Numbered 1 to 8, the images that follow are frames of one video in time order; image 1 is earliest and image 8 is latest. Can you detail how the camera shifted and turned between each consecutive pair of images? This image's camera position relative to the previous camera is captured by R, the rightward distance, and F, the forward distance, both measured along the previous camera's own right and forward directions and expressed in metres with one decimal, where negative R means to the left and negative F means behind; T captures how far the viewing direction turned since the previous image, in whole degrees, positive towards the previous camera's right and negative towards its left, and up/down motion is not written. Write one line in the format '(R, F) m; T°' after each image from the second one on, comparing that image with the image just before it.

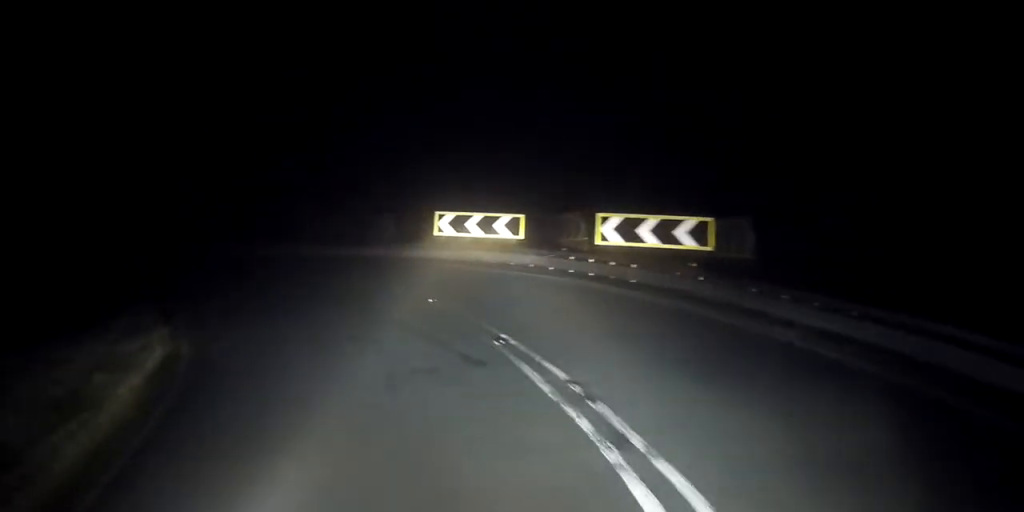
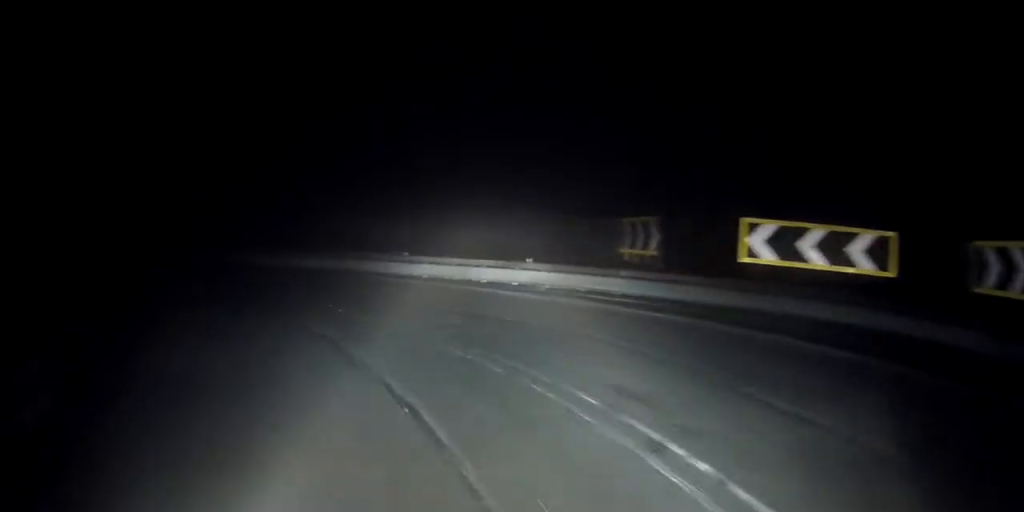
(-3.1, +12.8) m; -26°
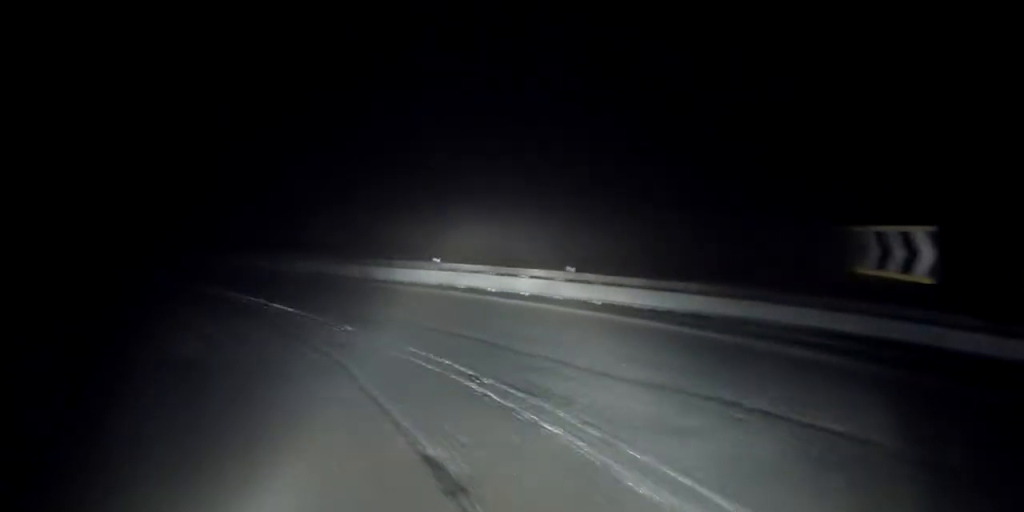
(-0.2, +5.3) m; -17°
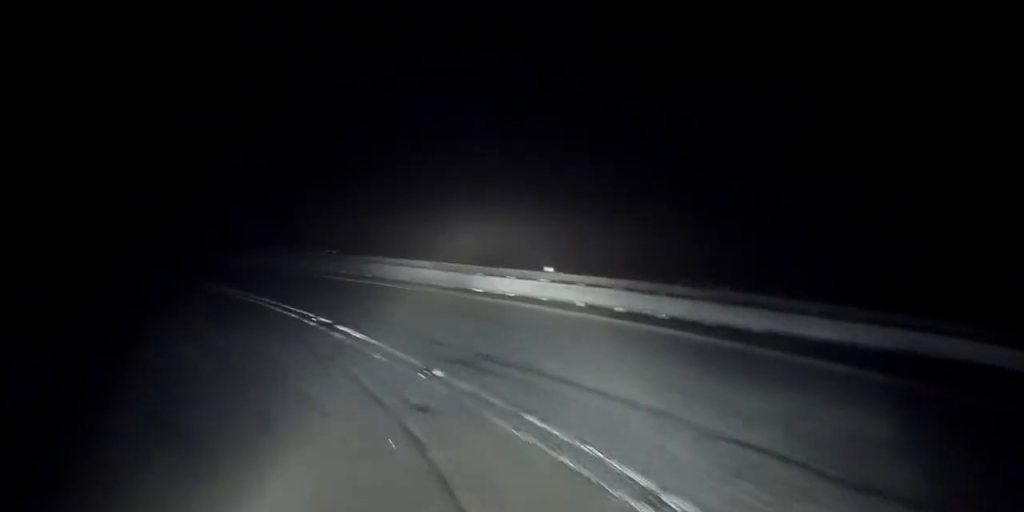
(-1.0, +3.2) m; -11°
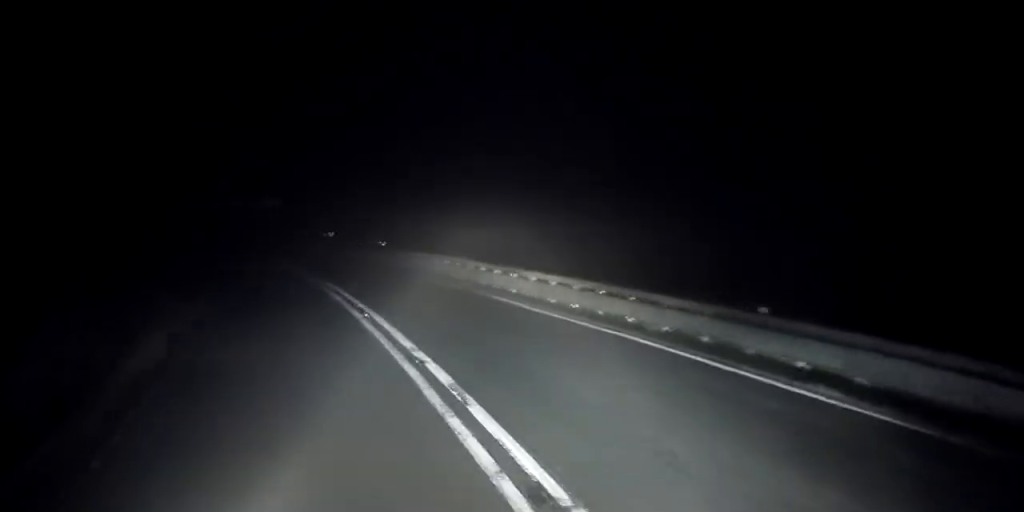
(-2.3, +12.5) m; -11°
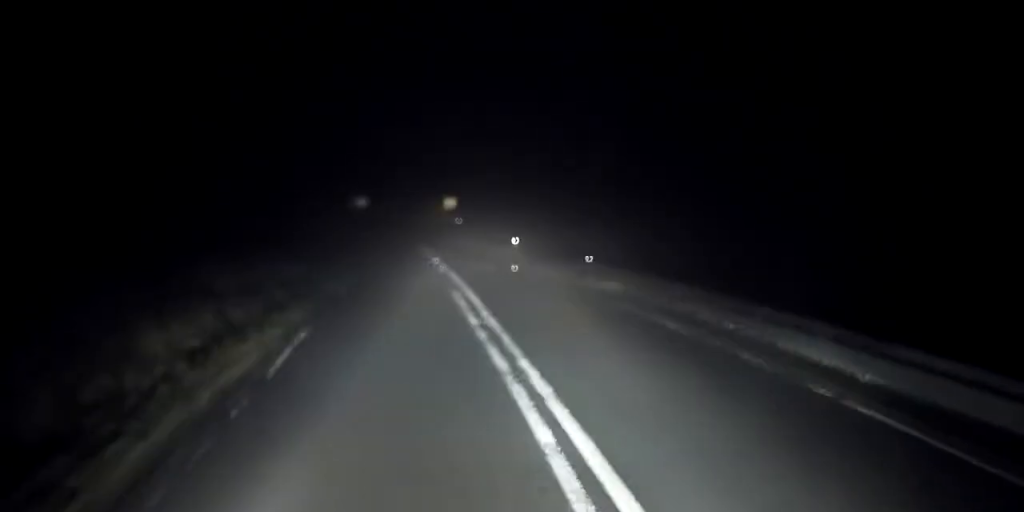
(0.0, +9.9) m; 0°
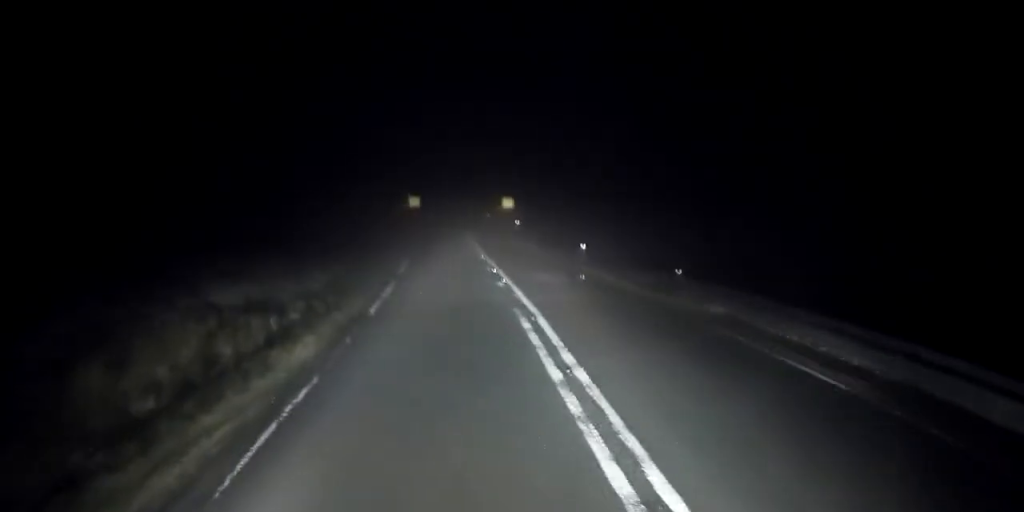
(0.0, +4.2) m; 0°
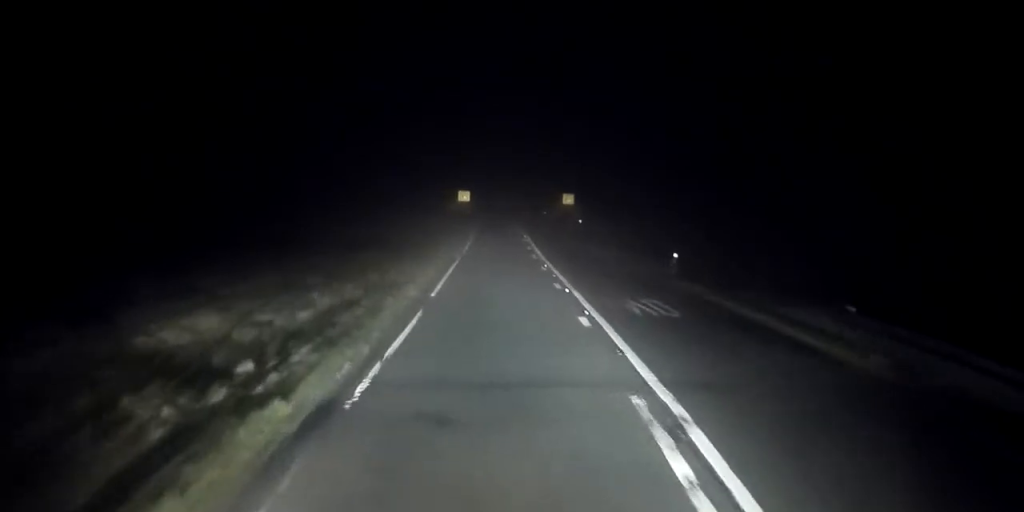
(0.0, +7.6) m; -3°
